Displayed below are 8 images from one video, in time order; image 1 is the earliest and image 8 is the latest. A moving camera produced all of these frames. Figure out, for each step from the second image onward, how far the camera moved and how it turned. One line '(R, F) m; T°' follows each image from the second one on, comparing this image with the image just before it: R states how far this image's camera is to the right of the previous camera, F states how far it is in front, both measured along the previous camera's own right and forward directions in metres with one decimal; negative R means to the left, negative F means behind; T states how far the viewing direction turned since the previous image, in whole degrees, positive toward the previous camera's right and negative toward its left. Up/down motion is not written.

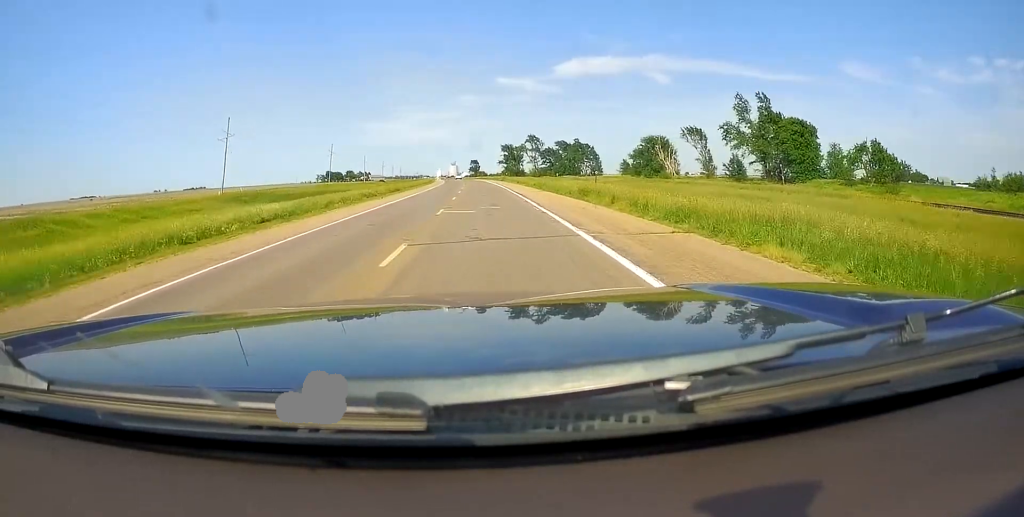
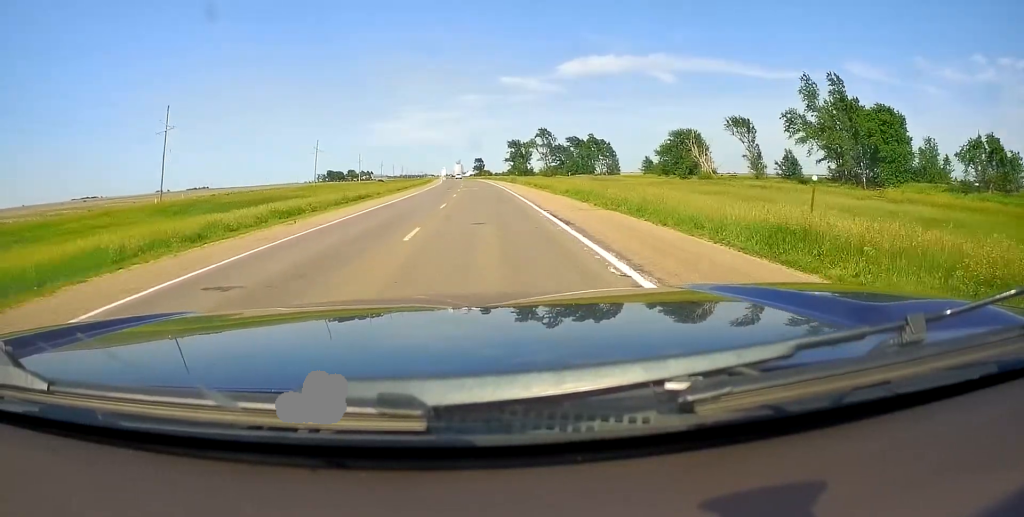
(+0.2, +20.4) m; -1°
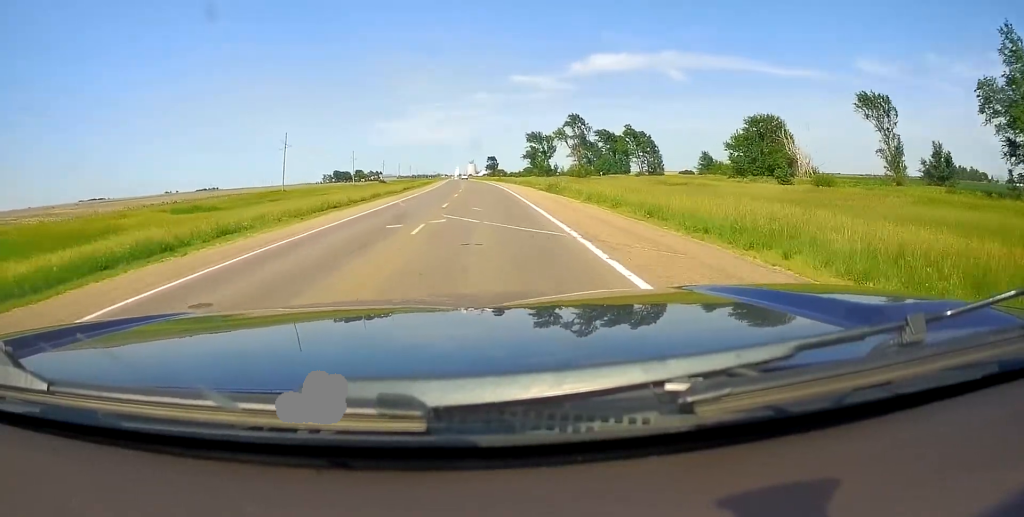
(-0.6, +34.6) m; -1°
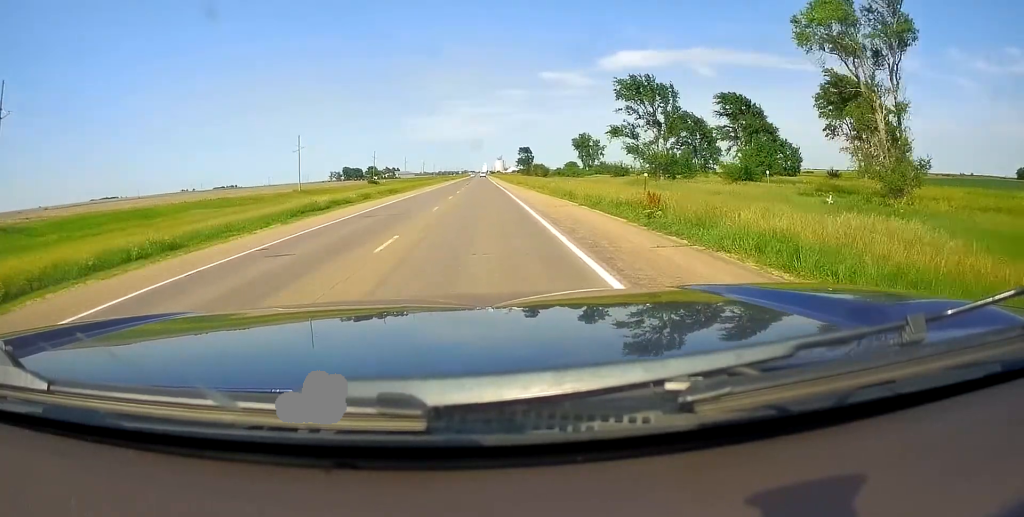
(-0.6, +87.8) m; -2°
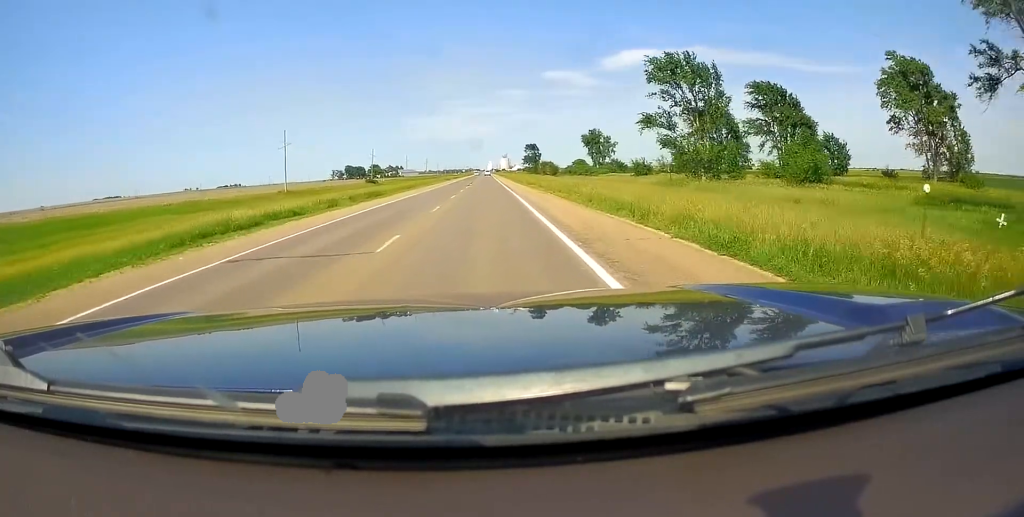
(0.0, +12.3) m; -1°
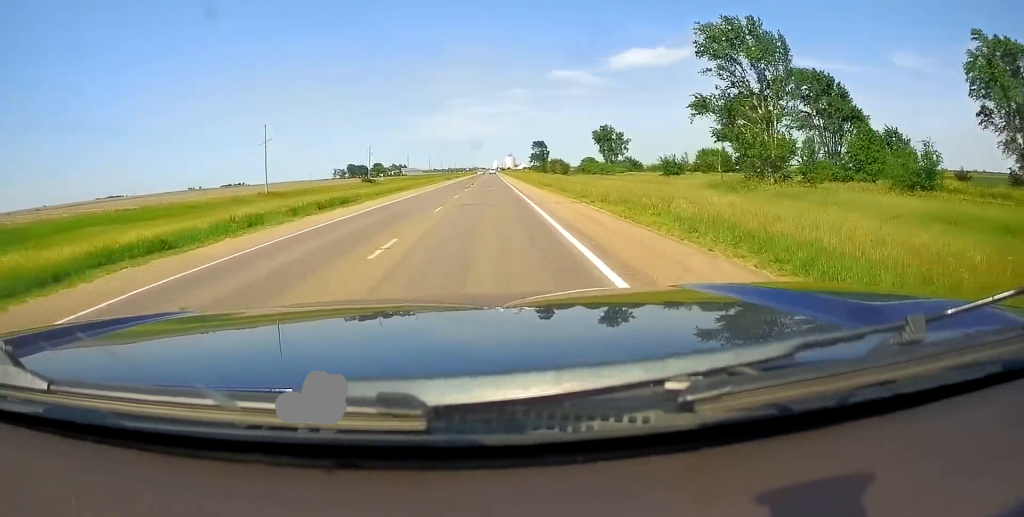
(-0.1, +13.4) m; 0°
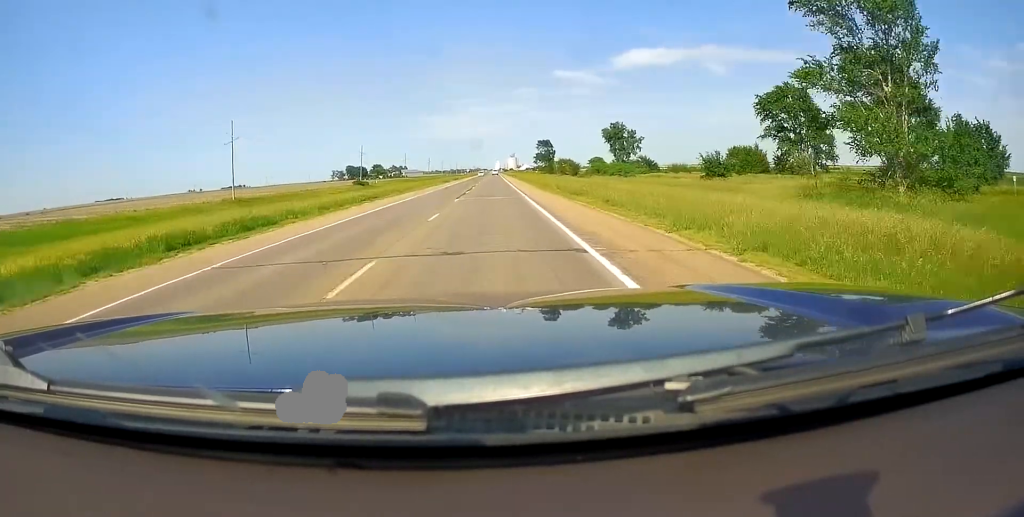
(0.0, +15.4) m; 0°
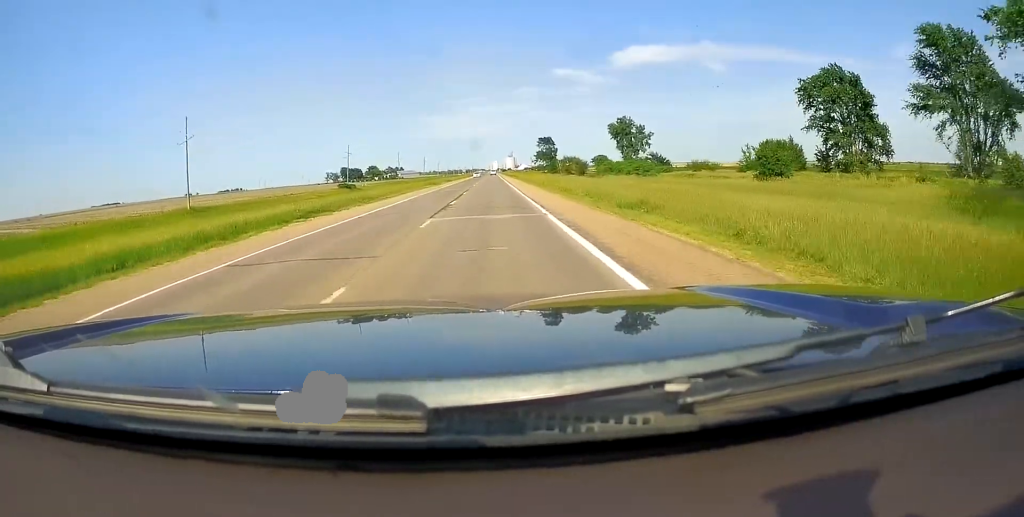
(-0.1, +14.3) m; 0°
